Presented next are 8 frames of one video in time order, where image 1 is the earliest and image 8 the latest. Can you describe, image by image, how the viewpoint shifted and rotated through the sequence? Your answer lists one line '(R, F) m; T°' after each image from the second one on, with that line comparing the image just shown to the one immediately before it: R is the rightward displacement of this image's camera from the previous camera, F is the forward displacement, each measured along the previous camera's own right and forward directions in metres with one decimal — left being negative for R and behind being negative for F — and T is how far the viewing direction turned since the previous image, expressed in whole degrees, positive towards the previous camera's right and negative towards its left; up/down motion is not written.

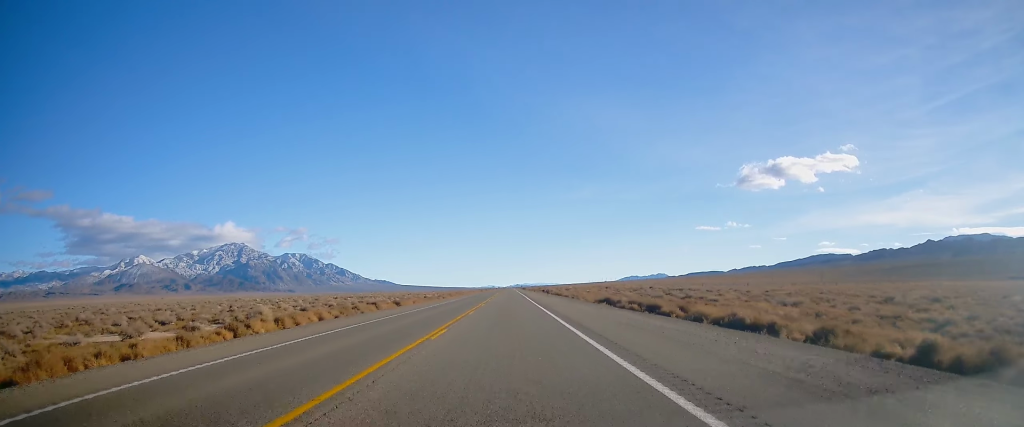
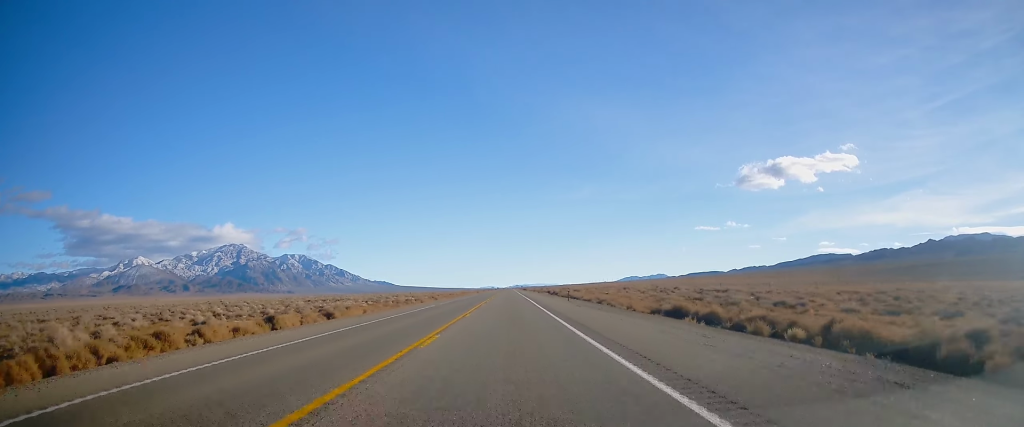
(+0.1, +26.1) m; 0°
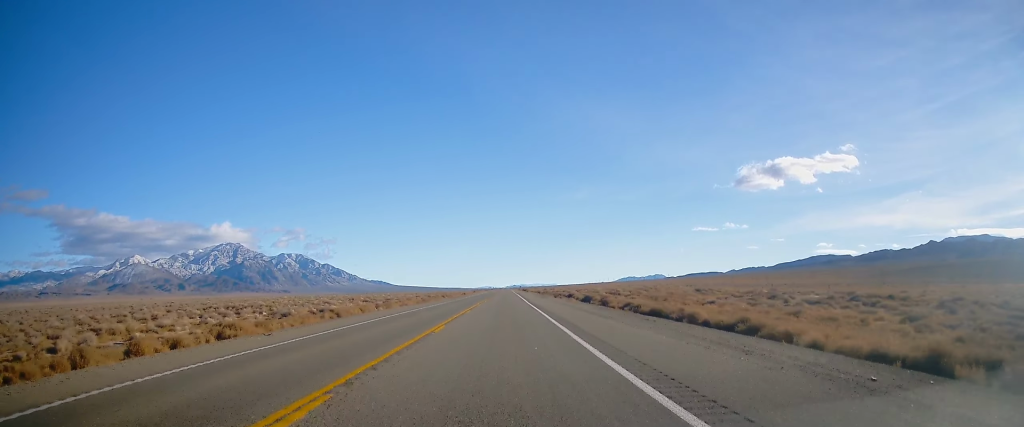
(+0.3, +56.7) m; +1°
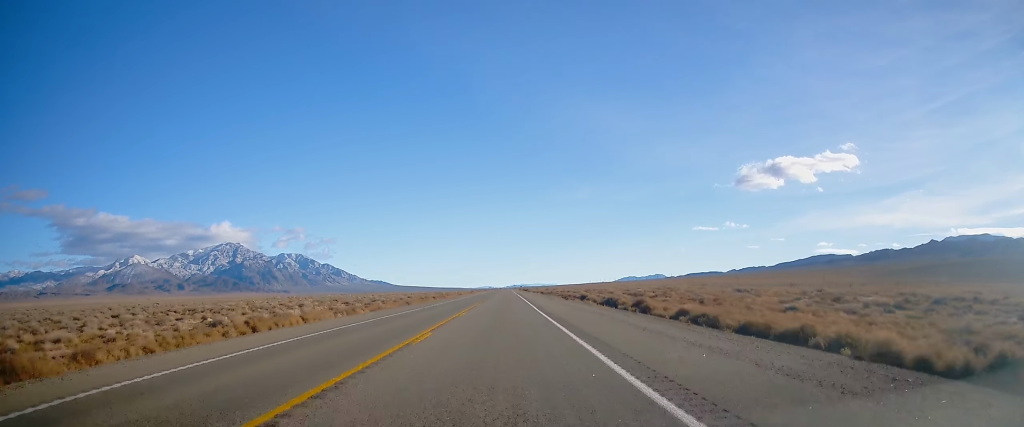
(+0.1, +15.3) m; 0°
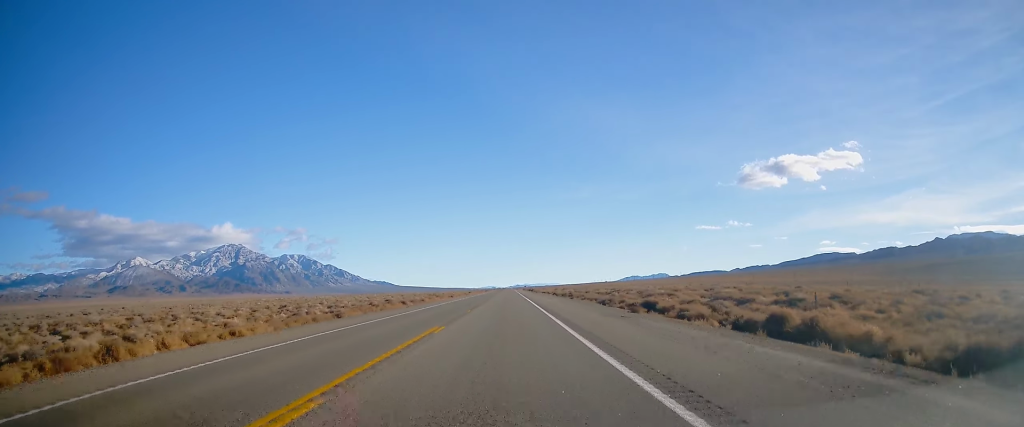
(0.0, +34.1) m; -1°
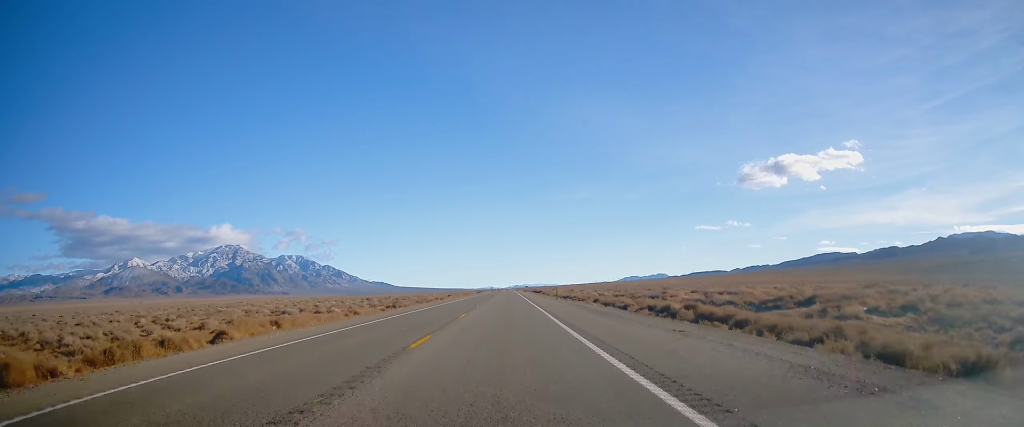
(-0.7, +64.4) m; 0°
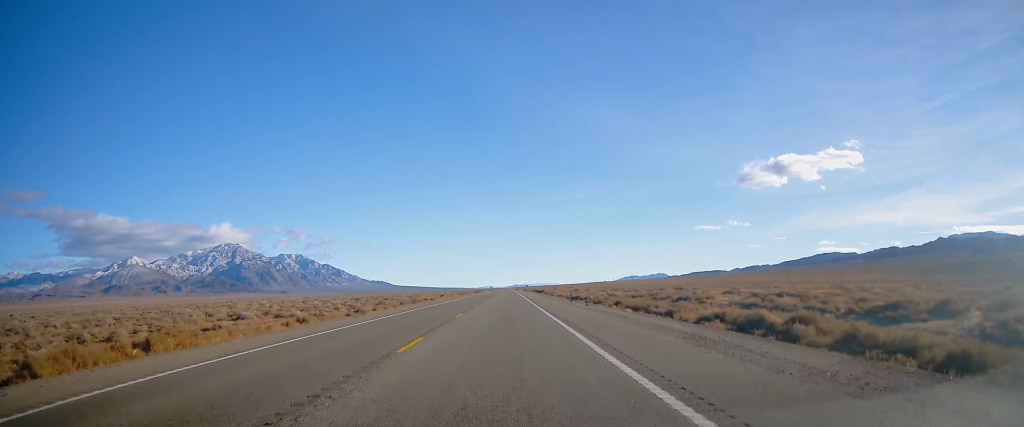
(+0.1, +13.4) m; 0°
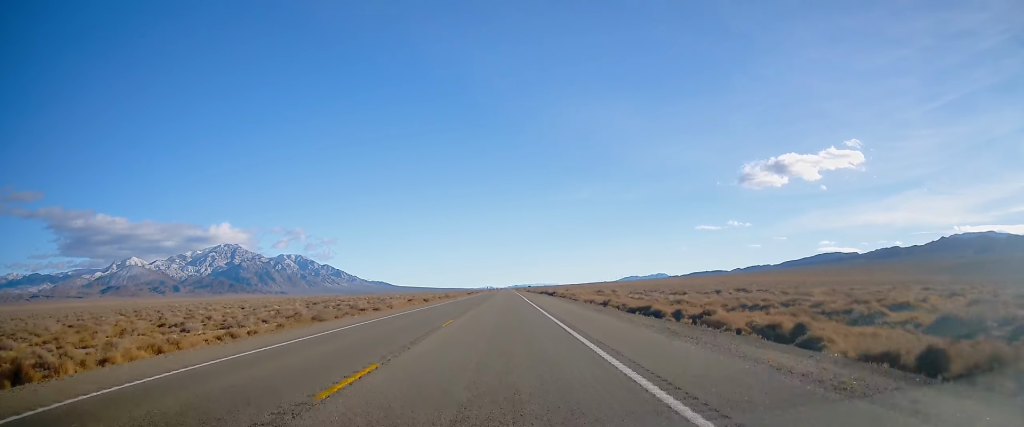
(0.0, +41.3) m; 0°
